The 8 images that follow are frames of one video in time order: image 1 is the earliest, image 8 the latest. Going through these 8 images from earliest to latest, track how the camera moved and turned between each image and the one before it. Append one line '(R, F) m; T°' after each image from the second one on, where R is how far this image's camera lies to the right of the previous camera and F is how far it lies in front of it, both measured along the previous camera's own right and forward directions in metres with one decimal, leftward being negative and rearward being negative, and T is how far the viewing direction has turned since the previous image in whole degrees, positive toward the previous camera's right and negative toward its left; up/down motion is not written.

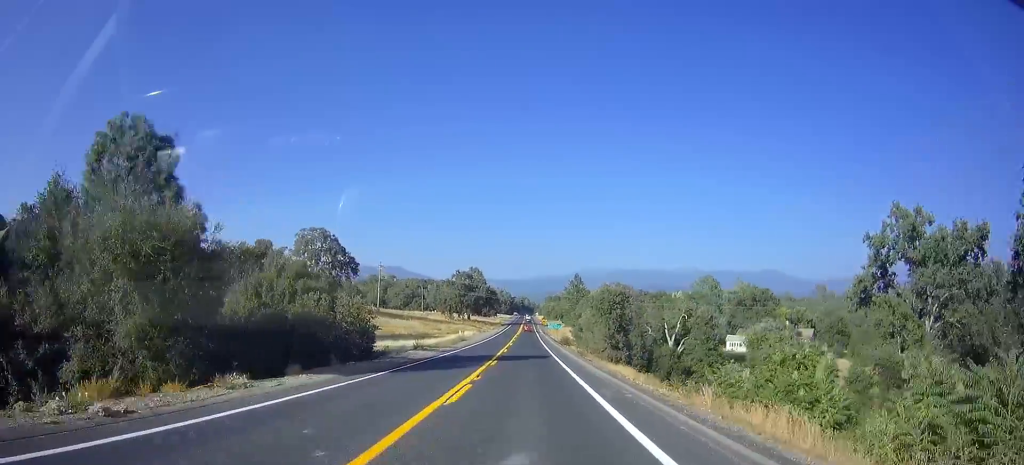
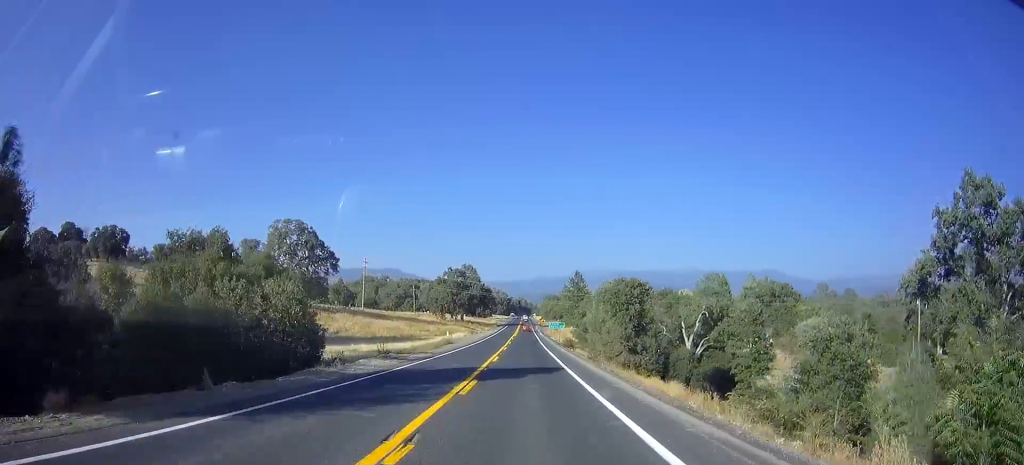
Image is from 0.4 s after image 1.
(-0.4, +11.6) m; 0°
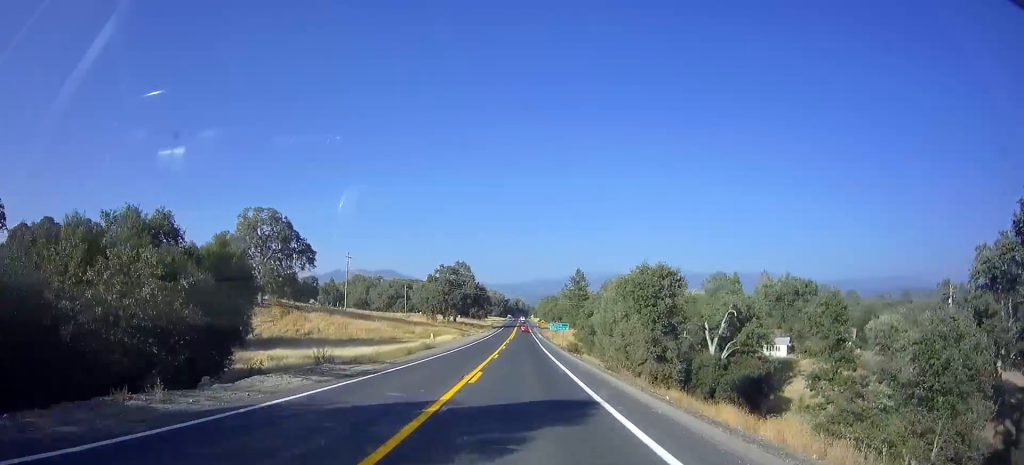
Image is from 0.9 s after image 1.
(-0.3, +11.6) m; 0°
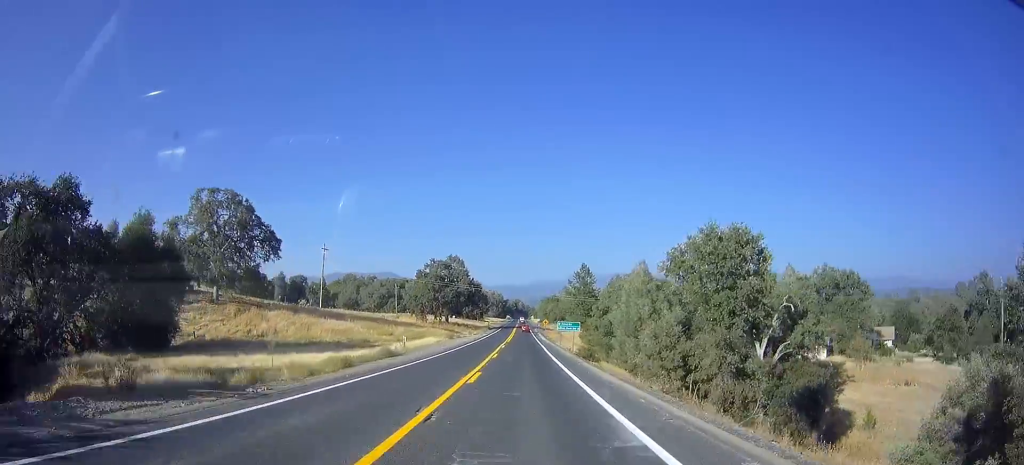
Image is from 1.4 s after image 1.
(+0.2, +15.2) m; 0°
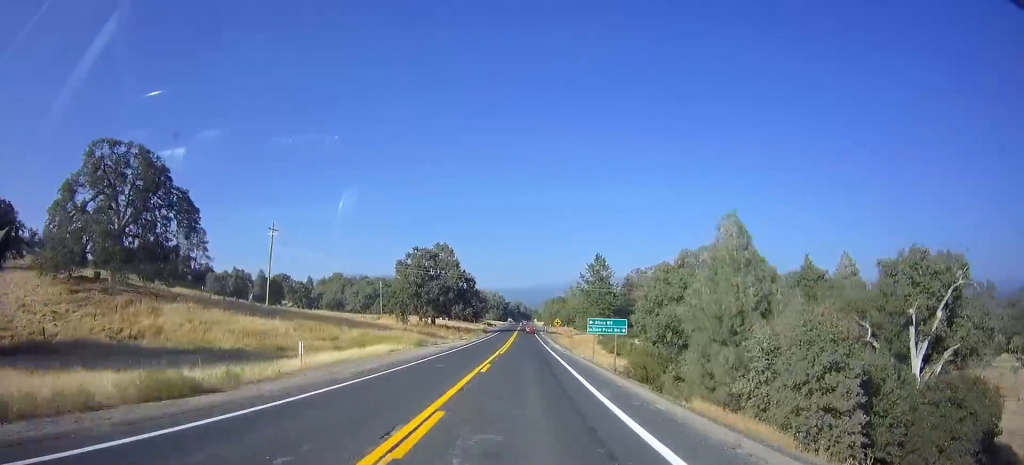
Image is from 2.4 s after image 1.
(+0.1, +25.0) m; 0°
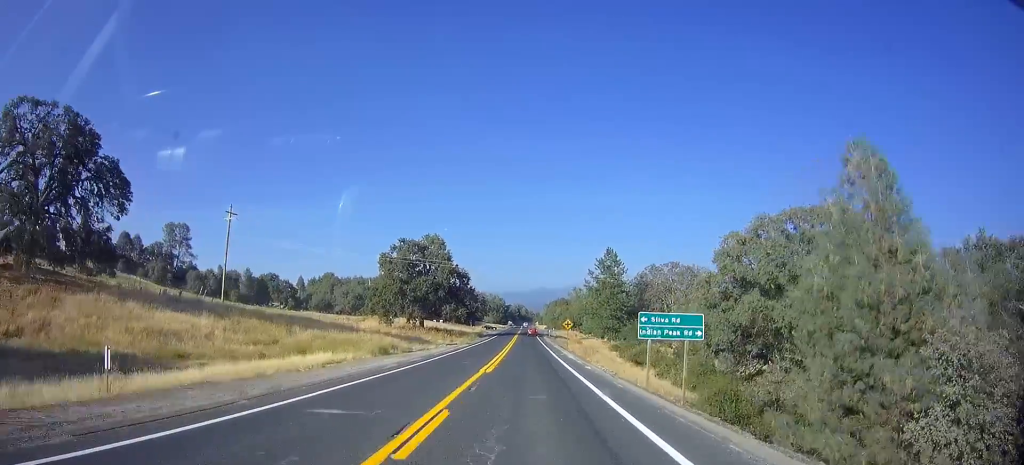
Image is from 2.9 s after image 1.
(-0.5, +14.3) m; 0°
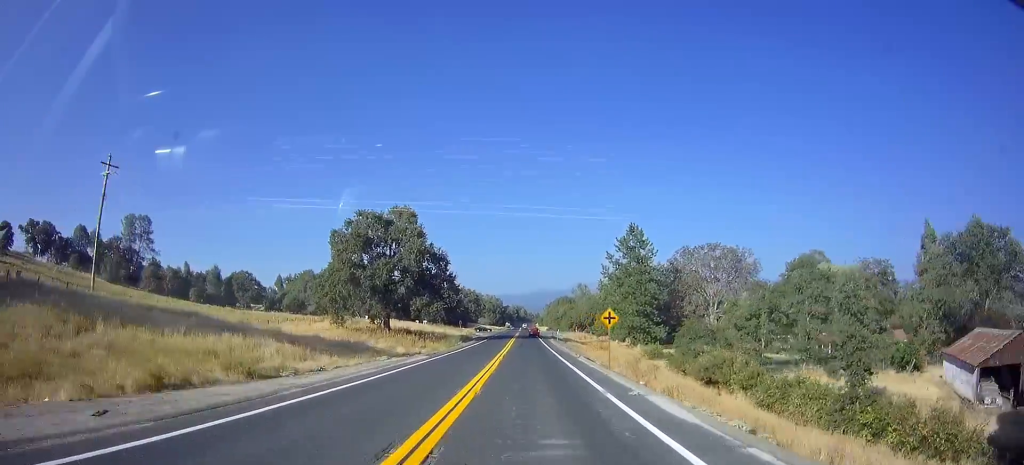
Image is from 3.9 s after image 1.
(+0.8, +25.7) m; +1°
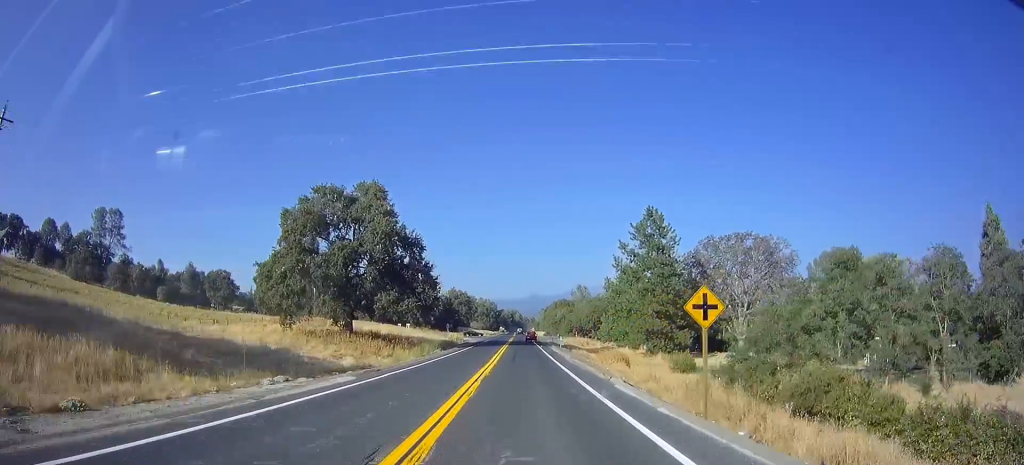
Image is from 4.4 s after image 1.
(-0.1, +14.8) m; 0°
